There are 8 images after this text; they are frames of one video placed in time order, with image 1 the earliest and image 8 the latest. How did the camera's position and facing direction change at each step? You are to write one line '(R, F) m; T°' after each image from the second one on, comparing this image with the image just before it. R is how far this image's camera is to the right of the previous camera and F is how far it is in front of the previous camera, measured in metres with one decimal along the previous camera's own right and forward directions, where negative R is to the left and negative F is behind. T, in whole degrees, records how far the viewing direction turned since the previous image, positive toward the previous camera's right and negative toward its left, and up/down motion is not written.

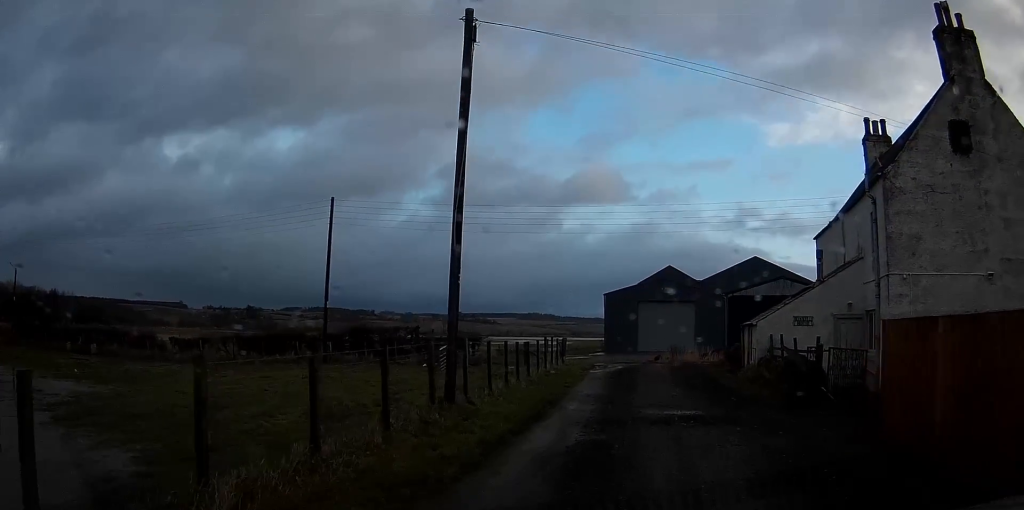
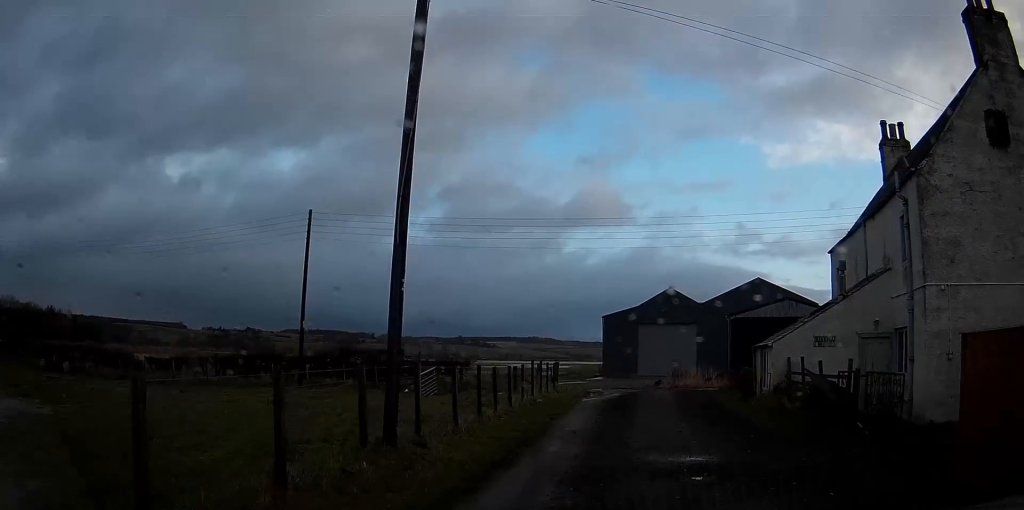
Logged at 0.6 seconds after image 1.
(0.0, +2.7) m; 0°
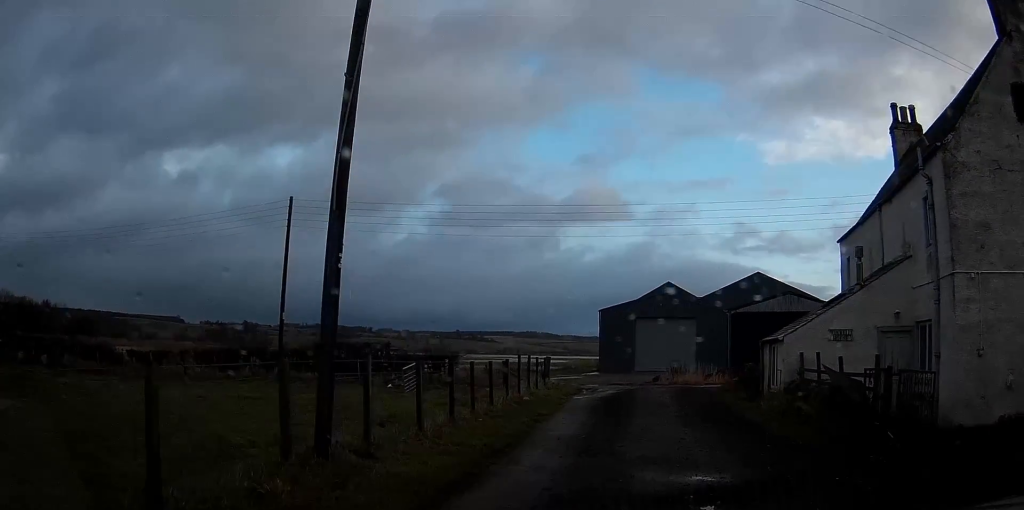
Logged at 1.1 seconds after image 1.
(0.0, +2.0) m; -1°
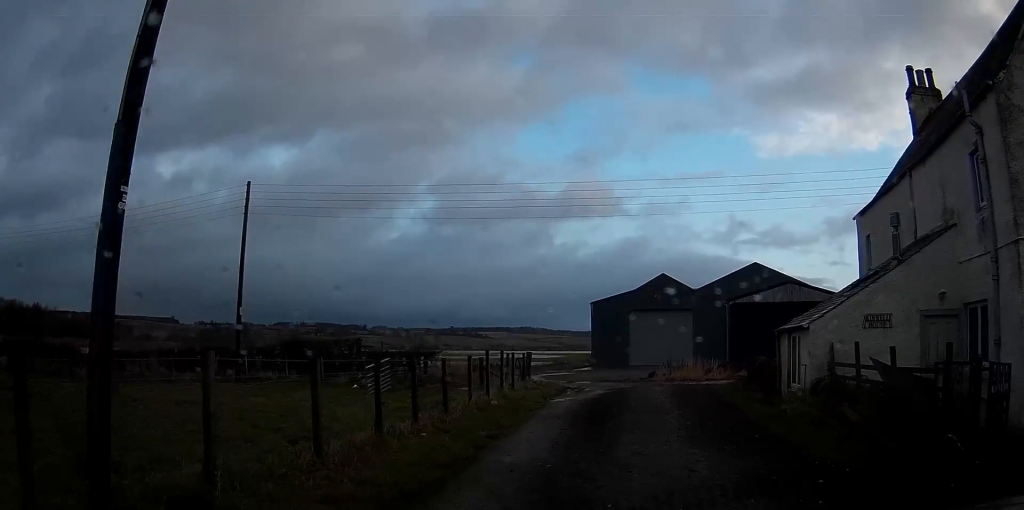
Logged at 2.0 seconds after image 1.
(-0.1, +3.4) m; +1°
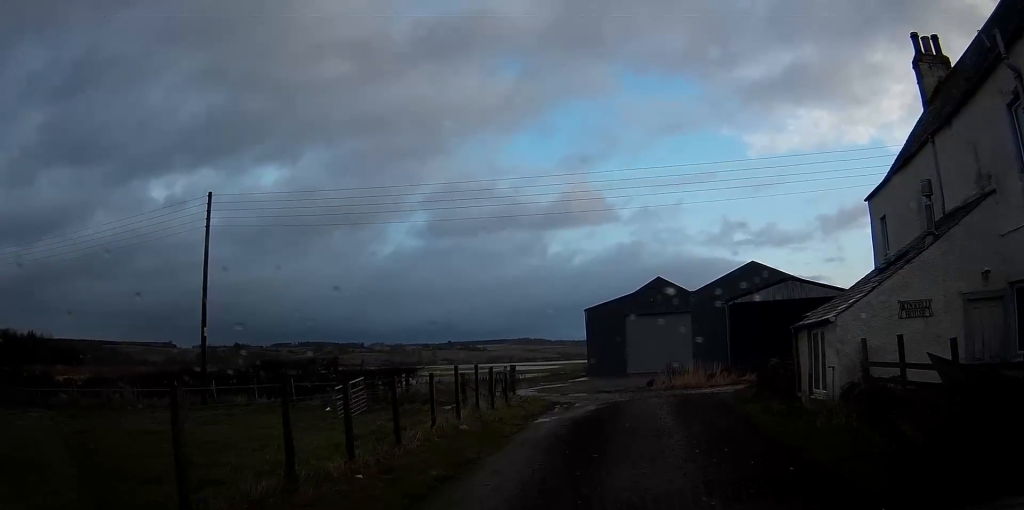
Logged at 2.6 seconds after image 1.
(0.0, +2.3) m; +1°
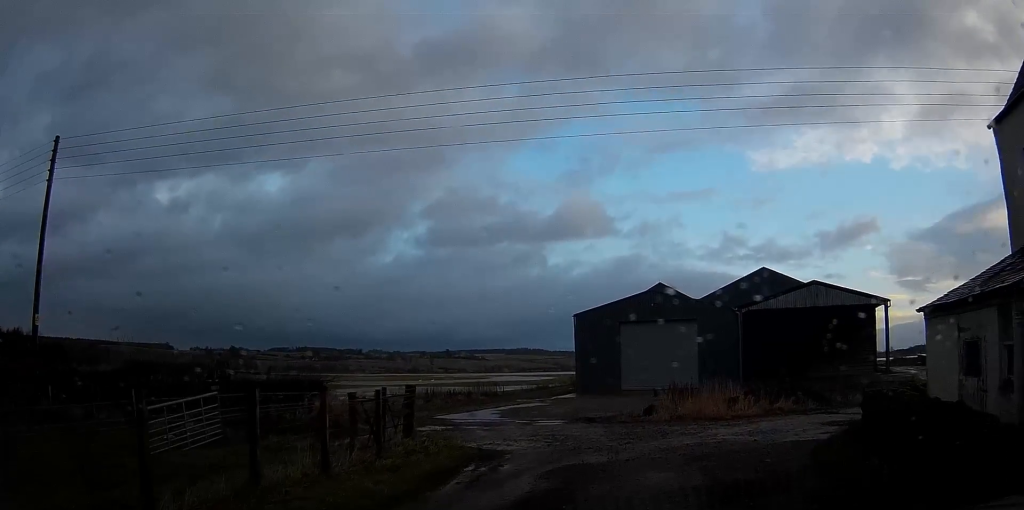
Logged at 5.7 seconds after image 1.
(+0.3, +10.0) m; 0°
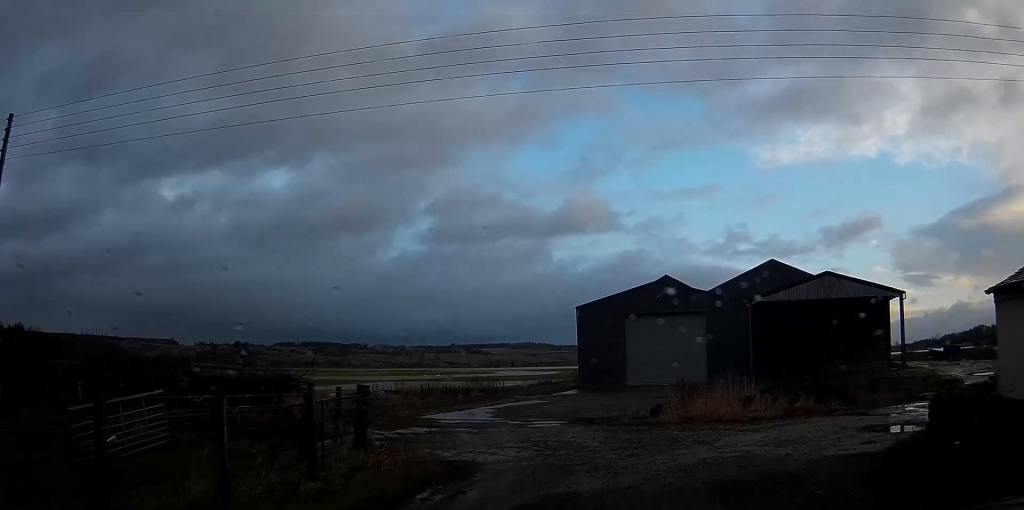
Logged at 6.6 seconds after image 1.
(-0.1, +2.7) m; -2°
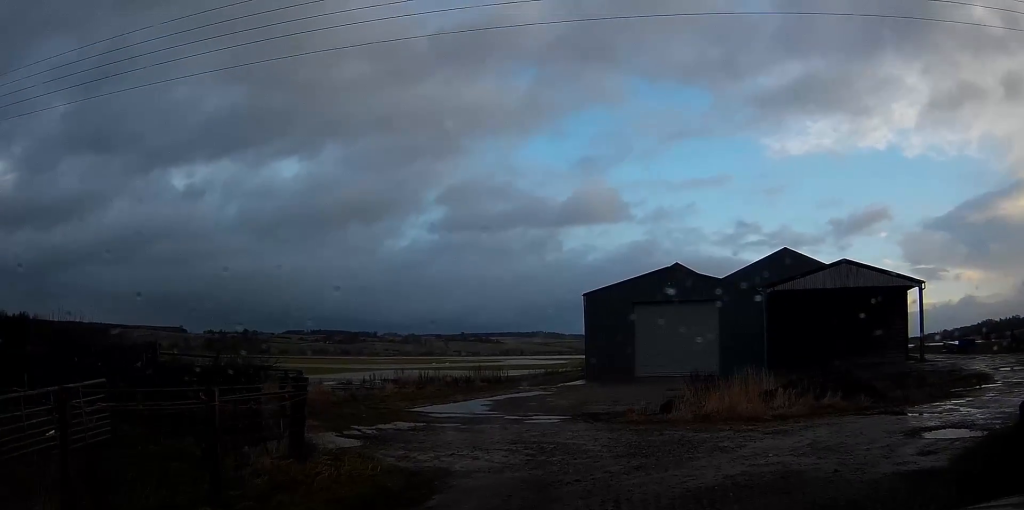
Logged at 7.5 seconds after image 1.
(0.0, +2.3) m; -2°
